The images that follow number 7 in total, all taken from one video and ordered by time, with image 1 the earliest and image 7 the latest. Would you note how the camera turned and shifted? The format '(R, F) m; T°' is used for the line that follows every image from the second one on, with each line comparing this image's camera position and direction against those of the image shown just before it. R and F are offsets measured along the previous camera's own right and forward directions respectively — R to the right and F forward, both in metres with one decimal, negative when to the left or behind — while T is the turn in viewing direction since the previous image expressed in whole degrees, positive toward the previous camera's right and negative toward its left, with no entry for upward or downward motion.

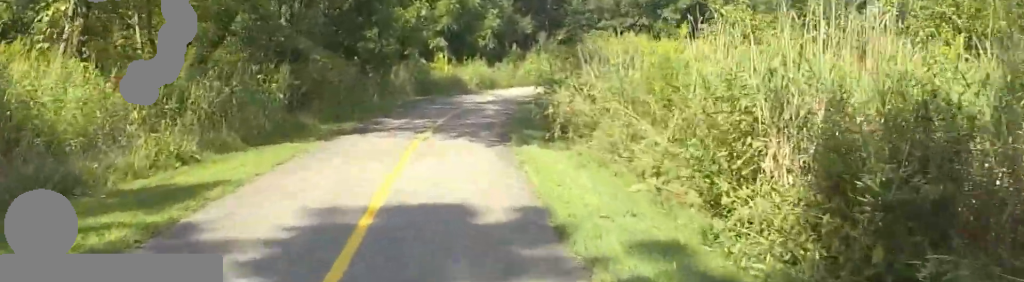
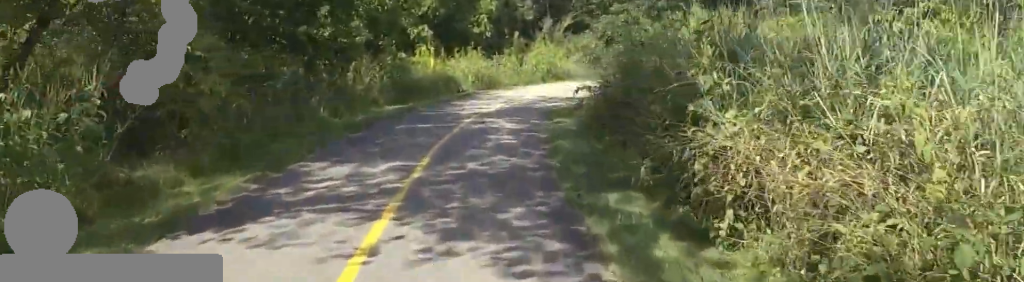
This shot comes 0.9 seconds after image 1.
(+0.8, +6.2) m; +3°
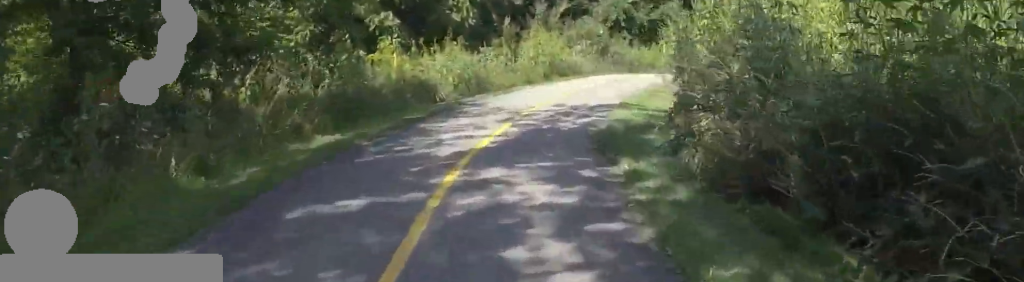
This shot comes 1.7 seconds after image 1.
(-0.2, +5.3) m; +5°
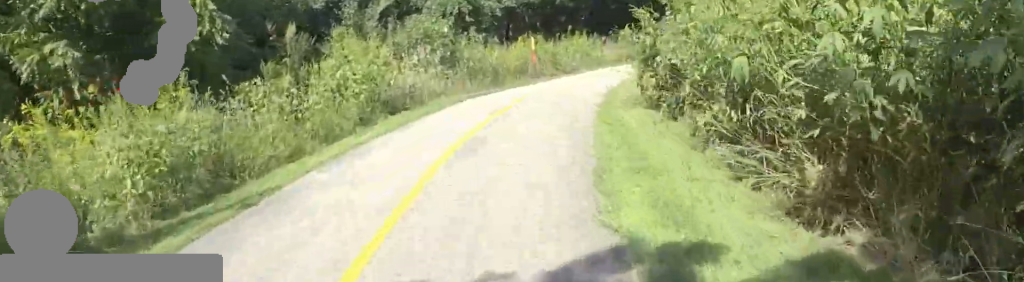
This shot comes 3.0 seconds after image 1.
(+1.1, +8.0) m; +11°
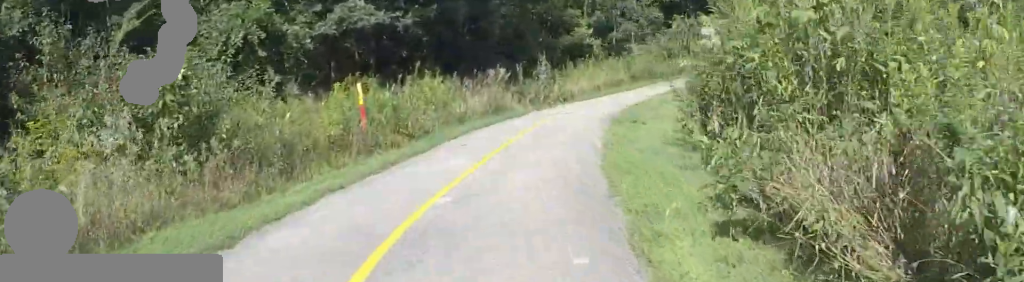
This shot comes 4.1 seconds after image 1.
(-0.3, +7.7) m; +15°
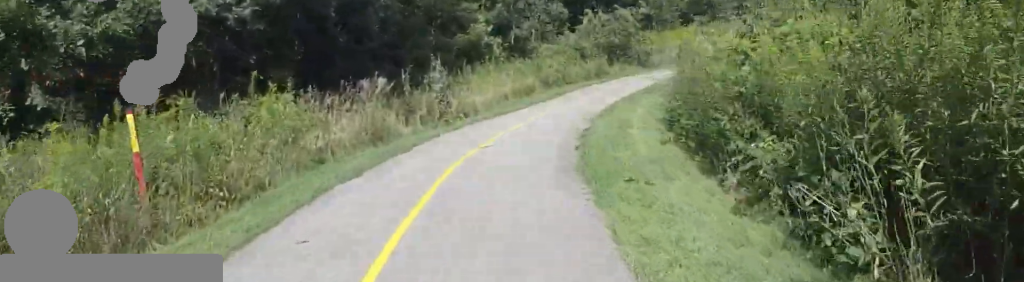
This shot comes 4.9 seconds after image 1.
(+1.6, +4.8) m; +13°
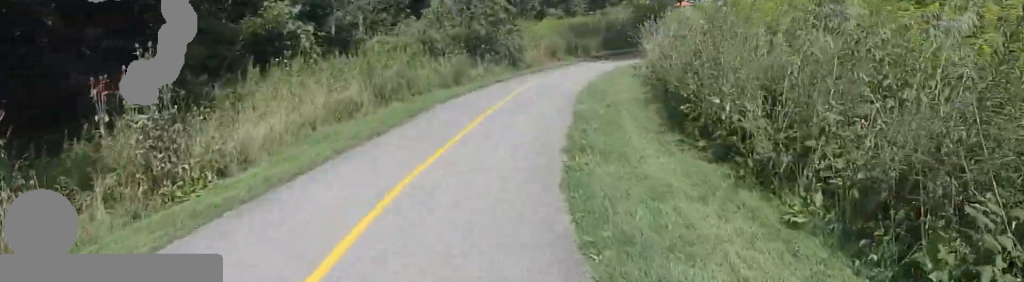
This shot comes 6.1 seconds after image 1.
(+0.6, +8.3) m; +6°
